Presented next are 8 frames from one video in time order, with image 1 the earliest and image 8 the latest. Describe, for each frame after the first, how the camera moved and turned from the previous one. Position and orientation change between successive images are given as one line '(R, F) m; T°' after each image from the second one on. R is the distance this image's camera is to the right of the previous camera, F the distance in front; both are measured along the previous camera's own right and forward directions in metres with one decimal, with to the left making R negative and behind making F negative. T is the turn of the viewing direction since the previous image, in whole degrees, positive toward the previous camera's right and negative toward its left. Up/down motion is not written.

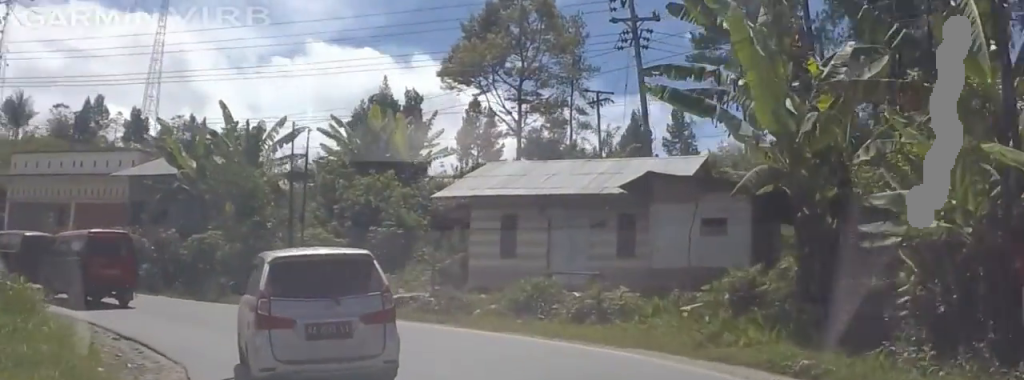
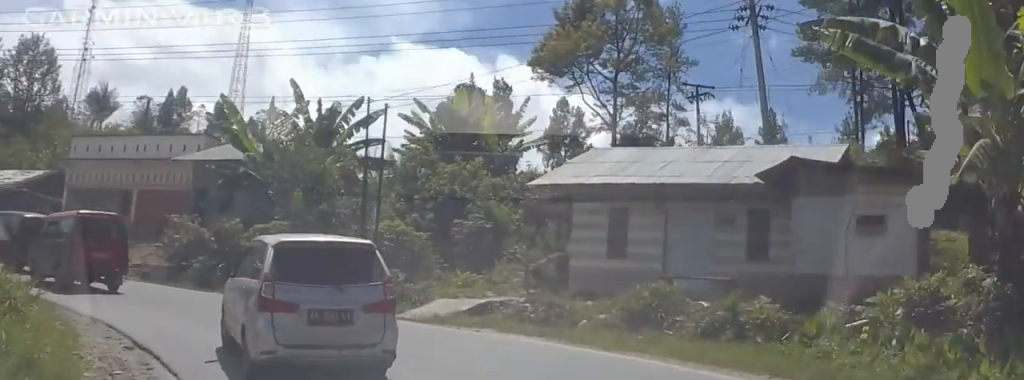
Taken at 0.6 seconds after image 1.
(+0.1, +4.0) m; -6°
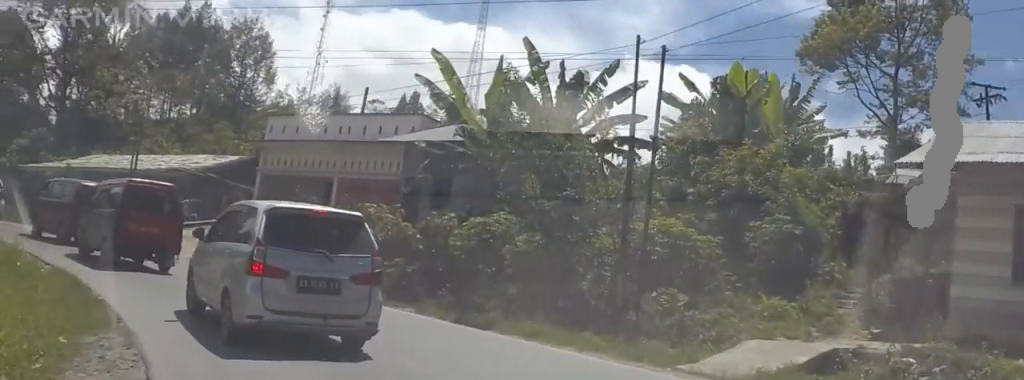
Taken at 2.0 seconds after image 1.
(-1.4, +8.2) m; -23°
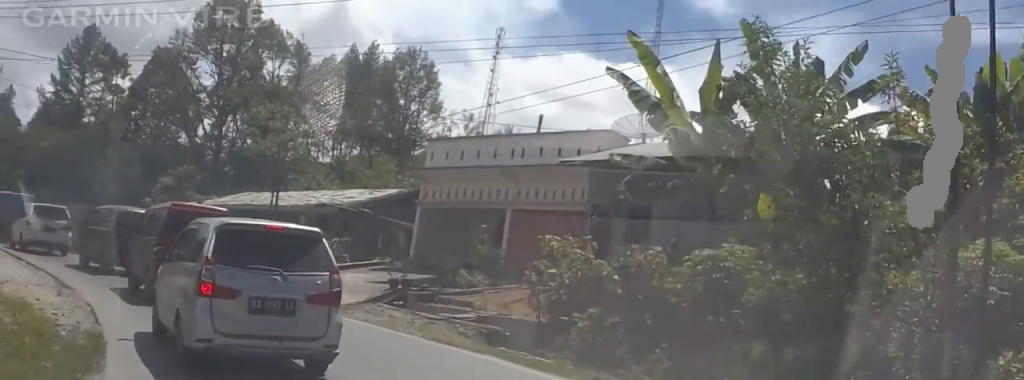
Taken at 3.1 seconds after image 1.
(-0.8, +6.0) m; -4°
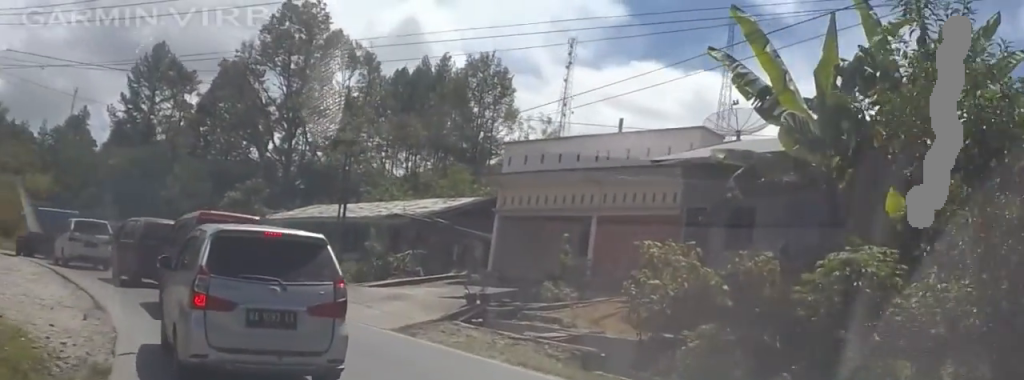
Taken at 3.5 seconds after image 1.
(+0.2, +2.3) m; +1°
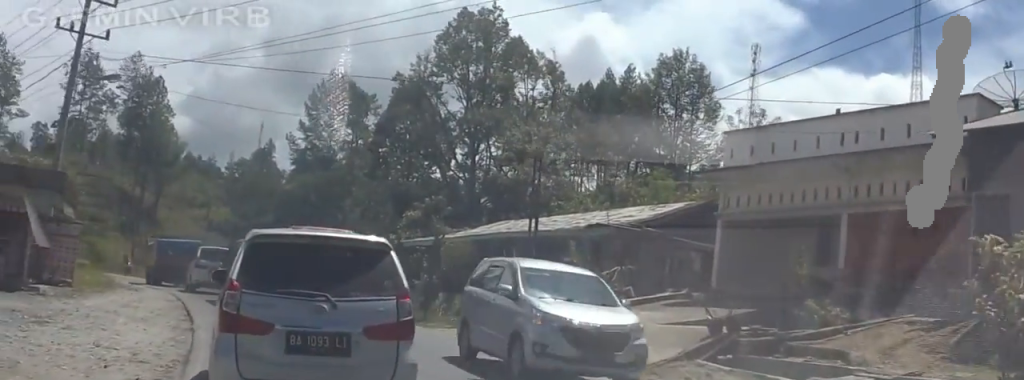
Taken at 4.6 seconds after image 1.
(0.0, +5.6) m; -5°
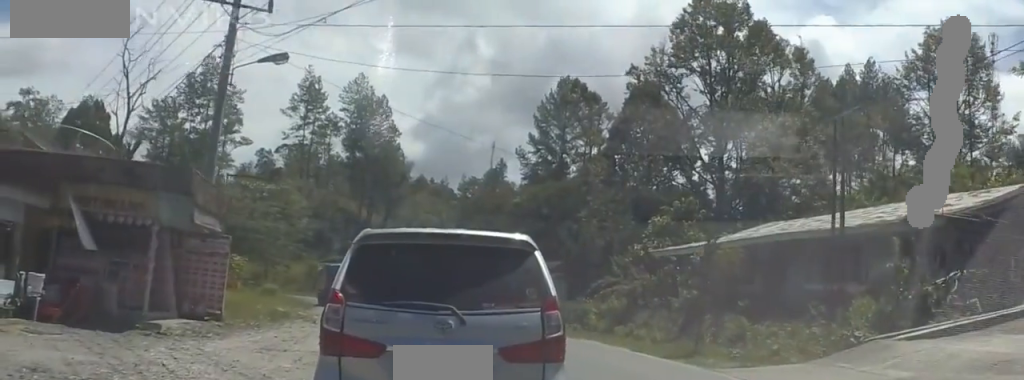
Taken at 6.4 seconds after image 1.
(-1.6, +7.7) m; -23°
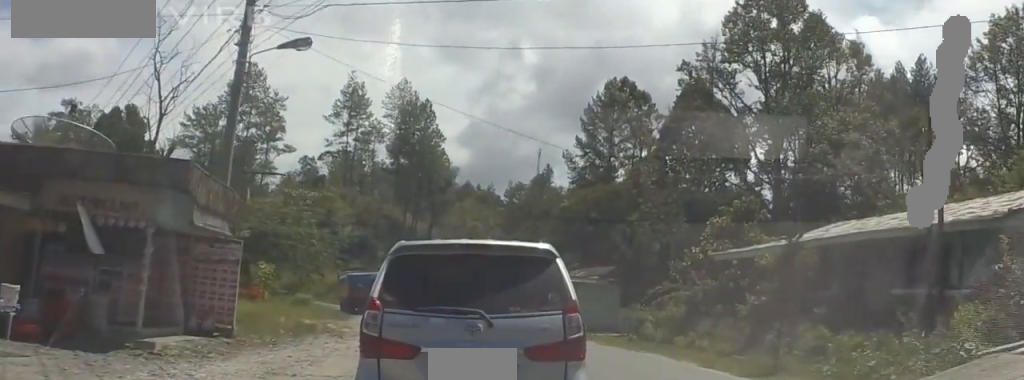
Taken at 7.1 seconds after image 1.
(-0.5, +3.3) m; -3°
